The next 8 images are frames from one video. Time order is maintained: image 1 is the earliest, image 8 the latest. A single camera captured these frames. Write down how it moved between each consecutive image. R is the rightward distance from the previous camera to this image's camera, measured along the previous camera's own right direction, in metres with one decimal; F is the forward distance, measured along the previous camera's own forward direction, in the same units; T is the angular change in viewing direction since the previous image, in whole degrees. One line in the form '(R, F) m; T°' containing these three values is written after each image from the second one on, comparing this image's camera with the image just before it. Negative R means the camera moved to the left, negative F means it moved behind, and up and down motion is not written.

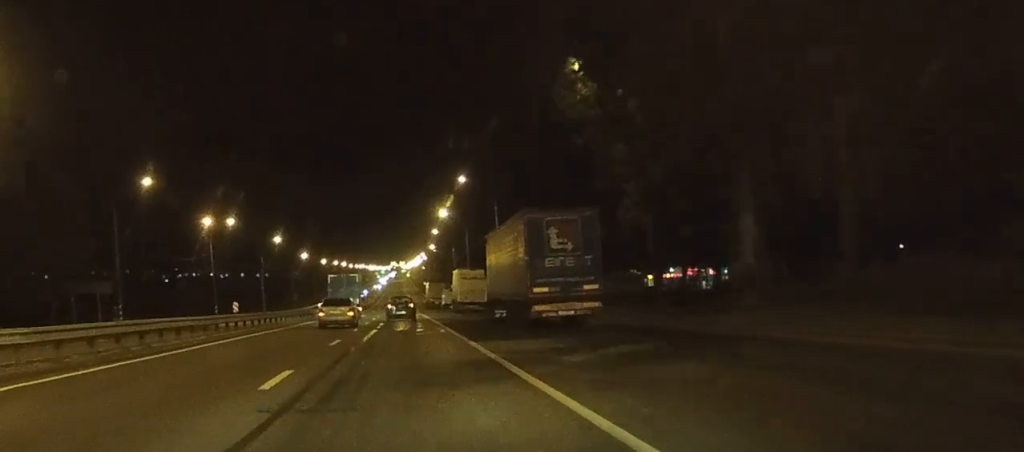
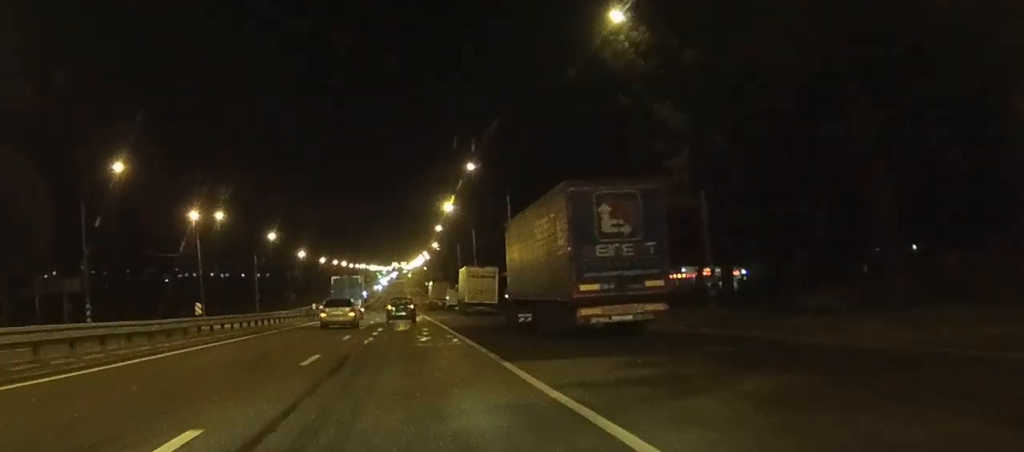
(0.0, +7.3) m; 0°
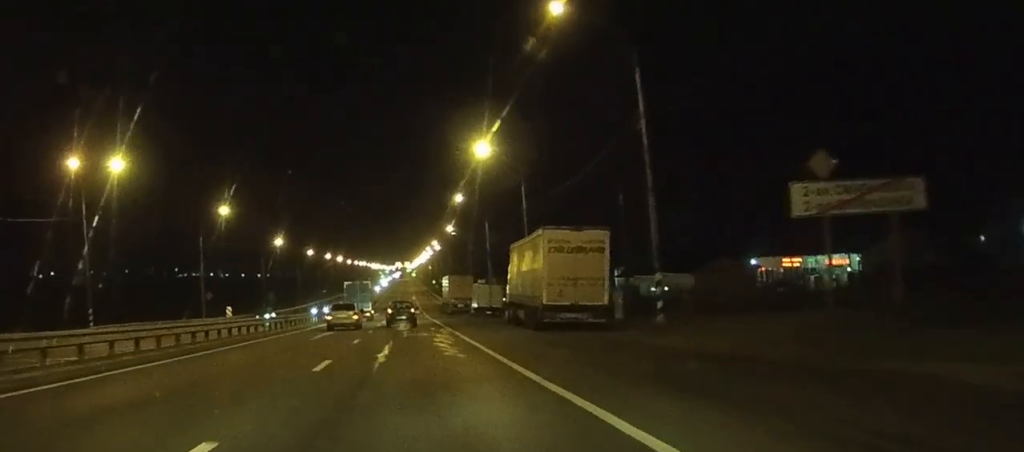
(-0.1, +36.1) m; 0°
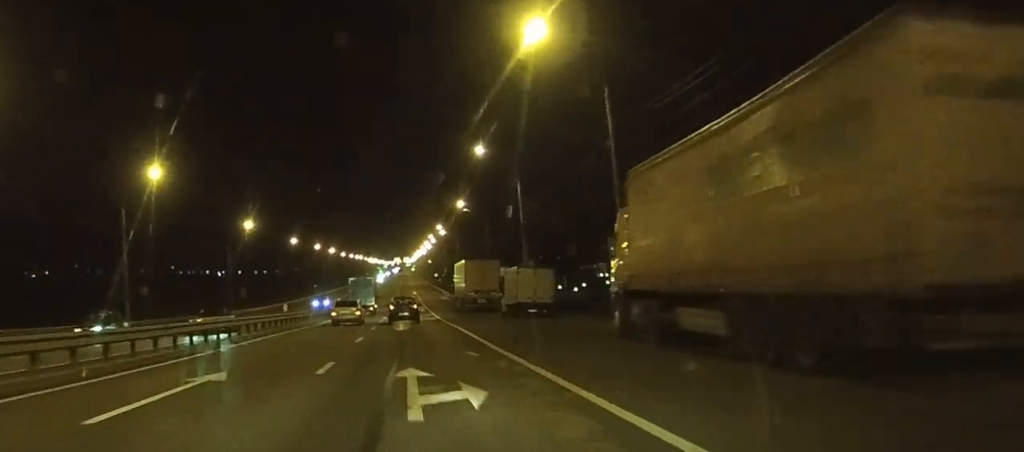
(0.0, +24.5) m; 0°
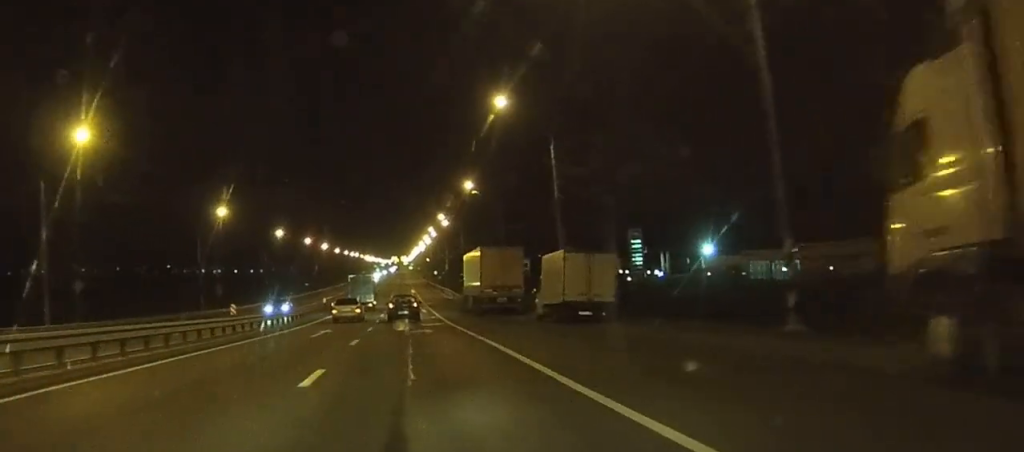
(0.0, +14.6) m; 0°
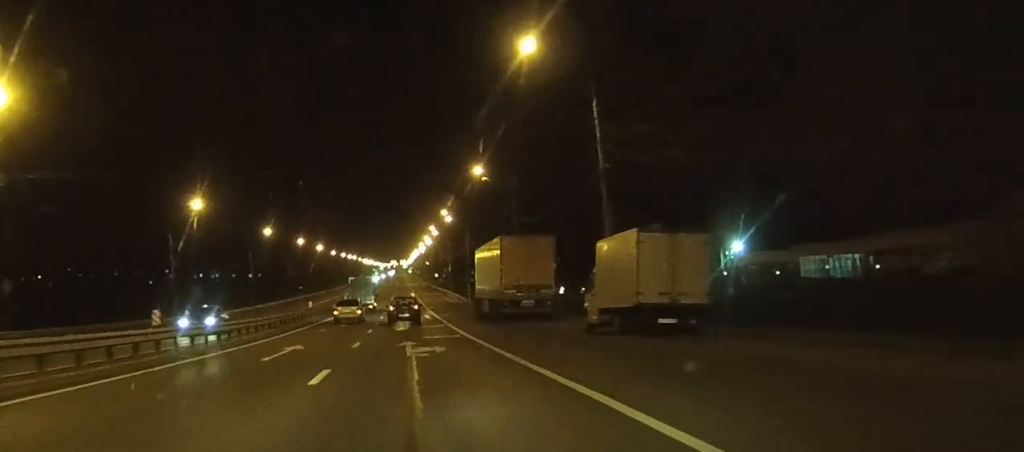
(0.0, +10.8) m; 0°
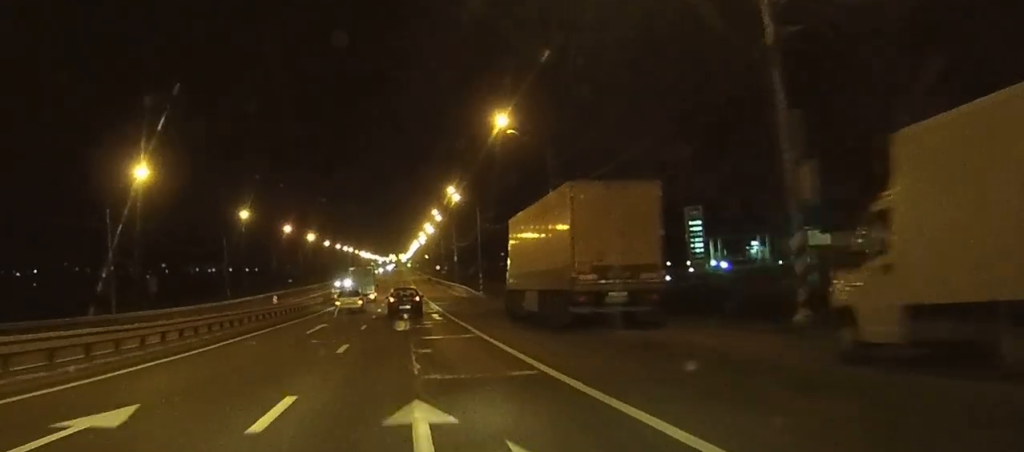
(0.0, +17.3) m; 0°
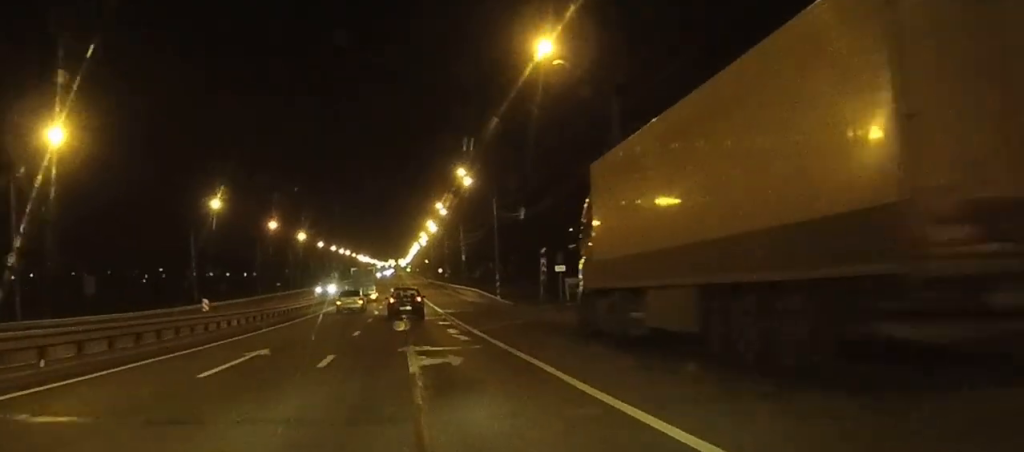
(0.0, +16.2) m; 0°
